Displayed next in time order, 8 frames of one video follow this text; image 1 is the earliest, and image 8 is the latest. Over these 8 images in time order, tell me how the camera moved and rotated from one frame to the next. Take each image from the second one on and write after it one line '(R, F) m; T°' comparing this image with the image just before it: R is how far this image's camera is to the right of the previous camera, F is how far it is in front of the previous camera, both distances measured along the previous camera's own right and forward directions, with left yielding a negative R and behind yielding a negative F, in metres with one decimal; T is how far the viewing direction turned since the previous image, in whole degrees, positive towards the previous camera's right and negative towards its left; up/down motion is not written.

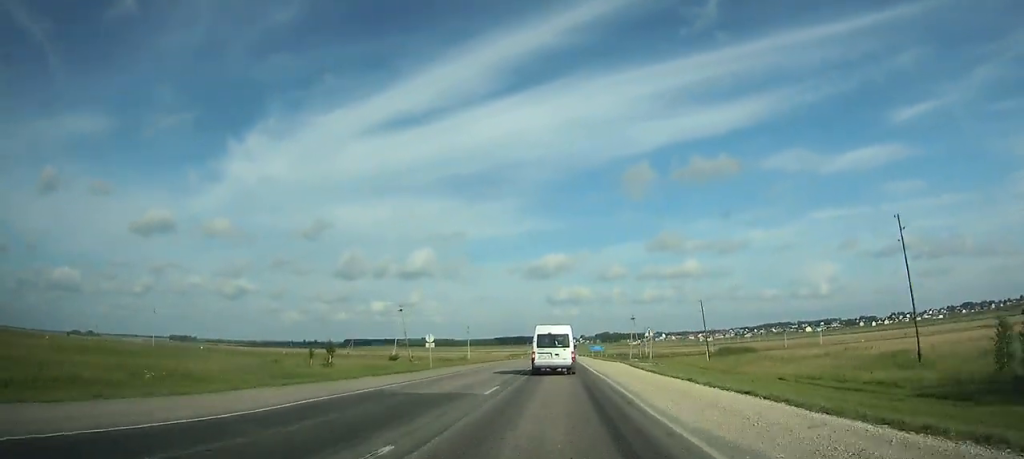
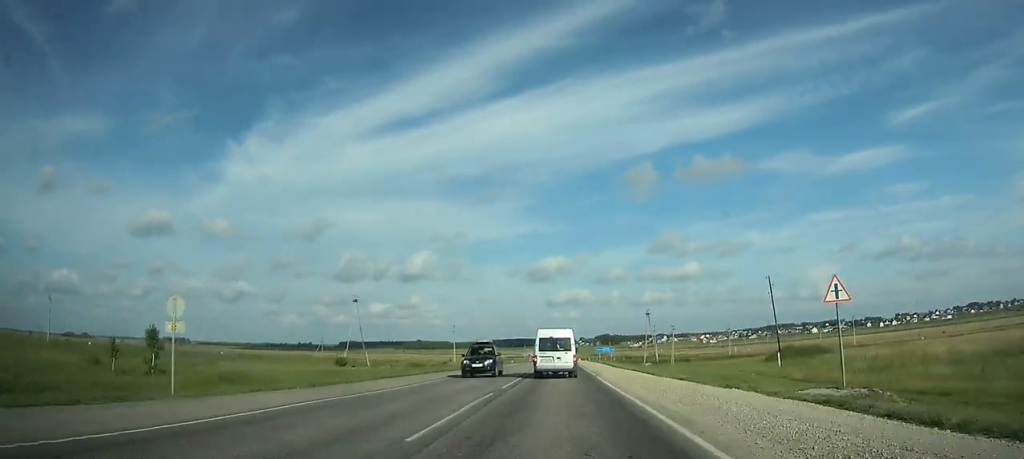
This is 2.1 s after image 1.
(0.0, +33.6) m; 0°
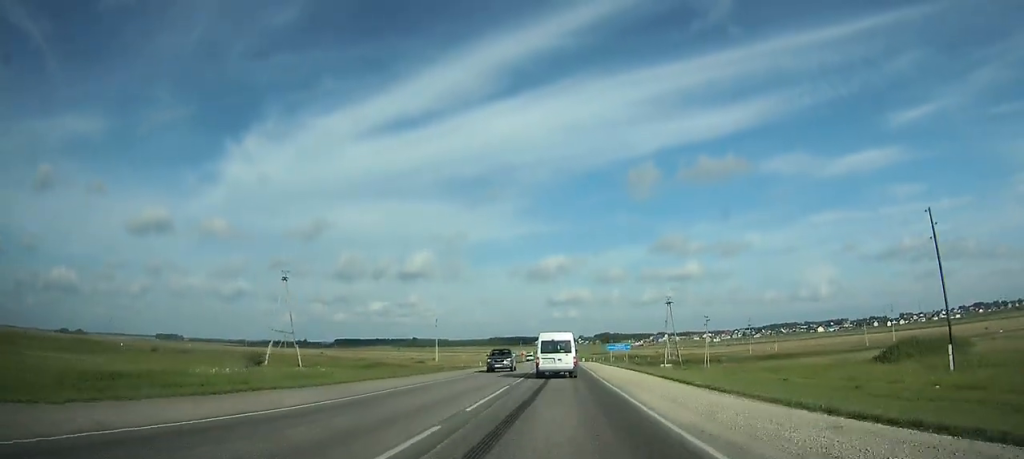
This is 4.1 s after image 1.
(-0.1, +30.1) m; 0°
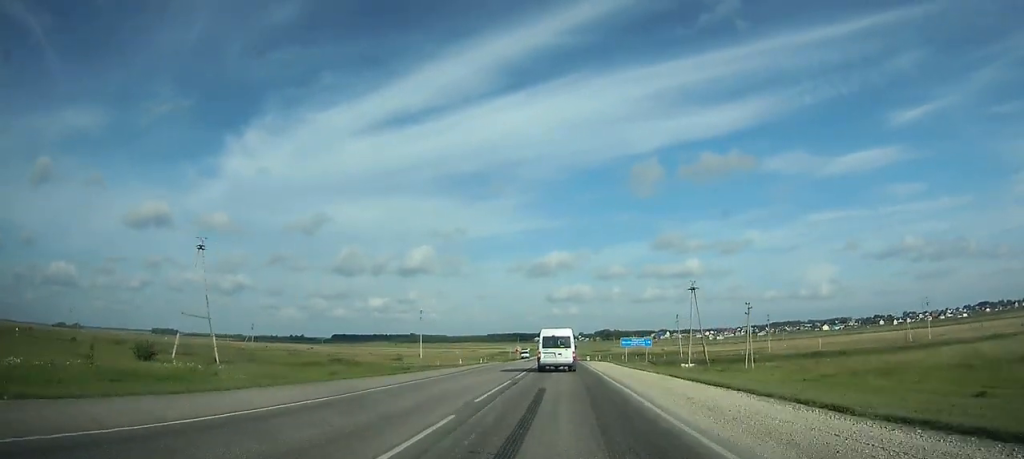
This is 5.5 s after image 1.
(0.0, +21.7) m; 0°
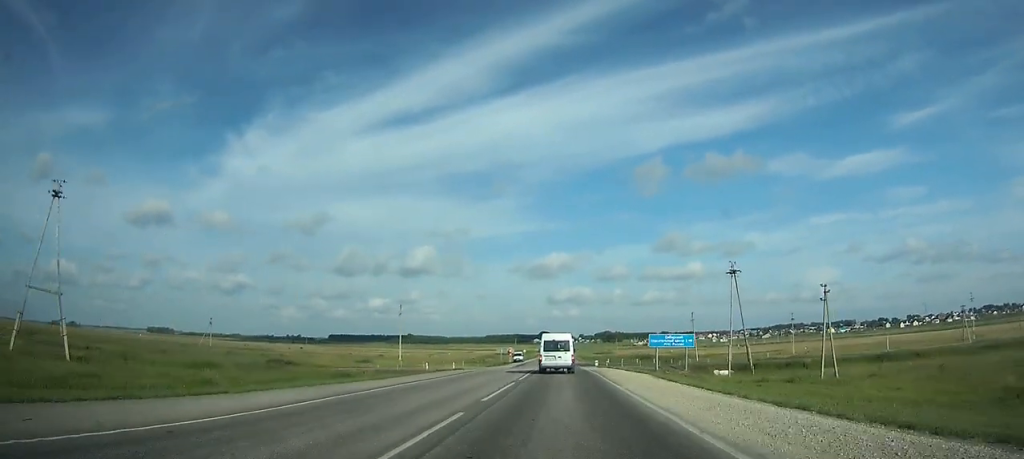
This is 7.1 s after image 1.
(0.0, +24.1) m; 0°
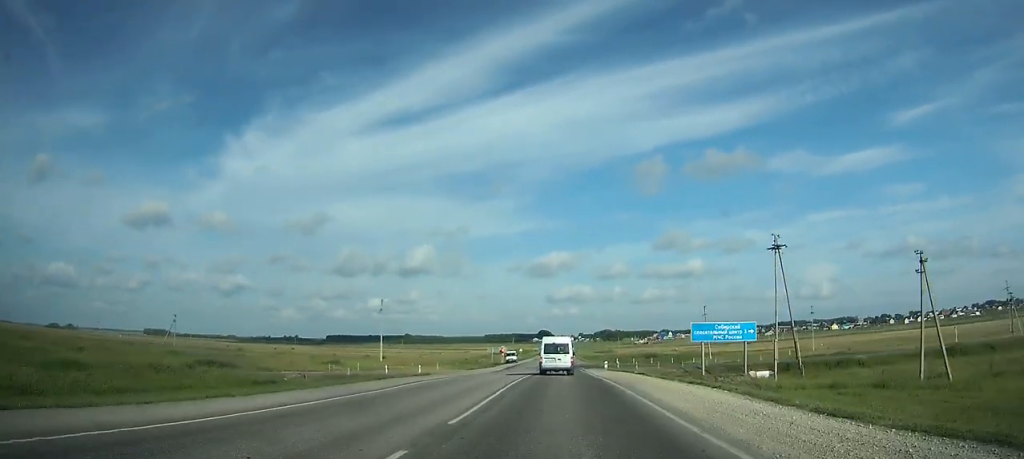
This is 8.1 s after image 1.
(0.0, +17.3) m; 0°
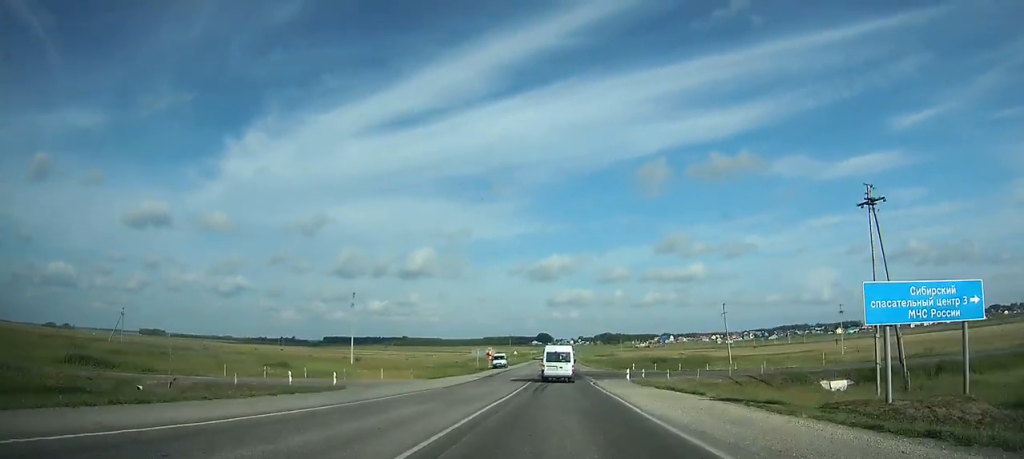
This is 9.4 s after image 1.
(0.0, +20.9) m; 0°
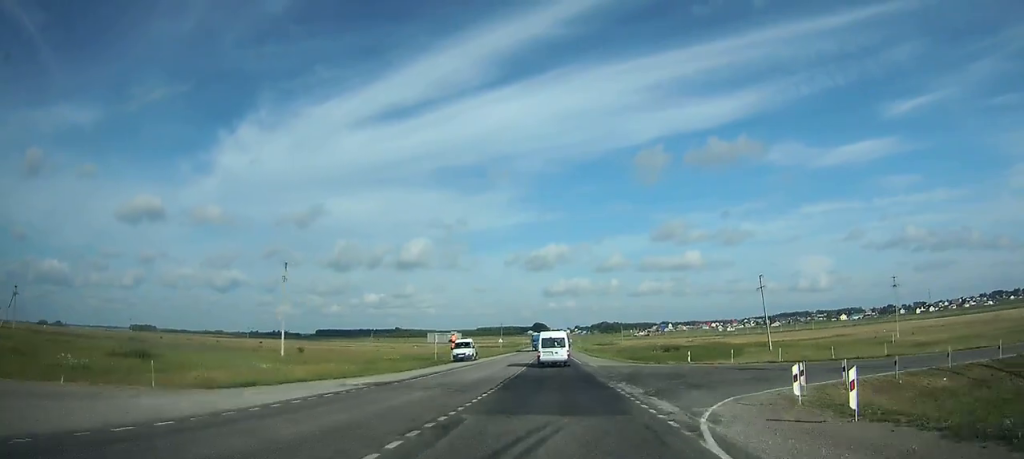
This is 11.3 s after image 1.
(+0.2, +30.7) m; 0°
